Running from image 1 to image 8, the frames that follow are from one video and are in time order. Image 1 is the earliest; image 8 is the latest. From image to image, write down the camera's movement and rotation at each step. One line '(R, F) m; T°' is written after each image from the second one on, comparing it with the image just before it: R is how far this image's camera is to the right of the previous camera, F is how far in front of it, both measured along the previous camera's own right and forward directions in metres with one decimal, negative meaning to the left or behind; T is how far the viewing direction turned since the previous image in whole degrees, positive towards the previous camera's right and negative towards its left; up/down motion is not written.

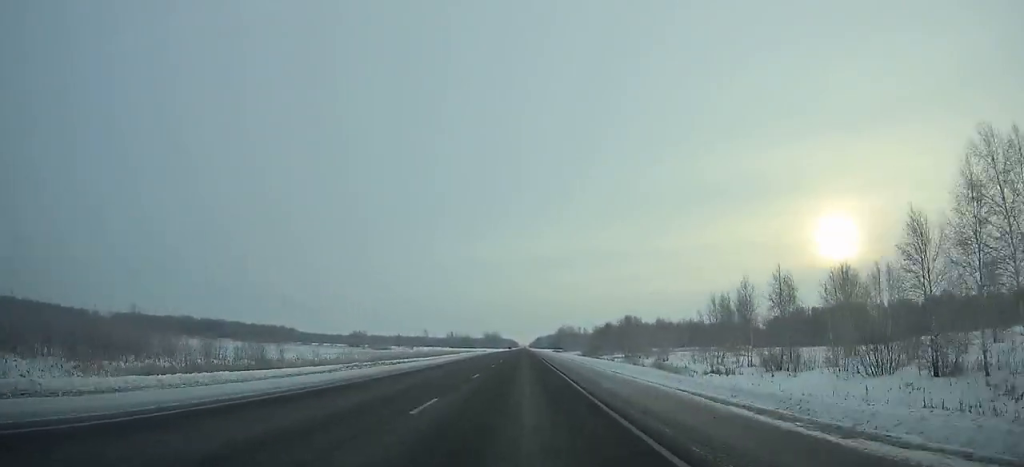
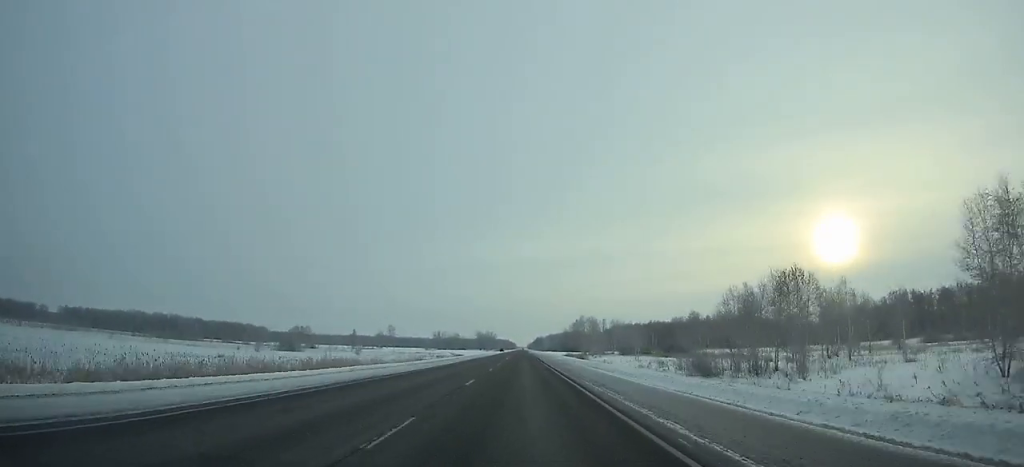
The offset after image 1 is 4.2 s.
(+0.6, +99.1) m; +1°
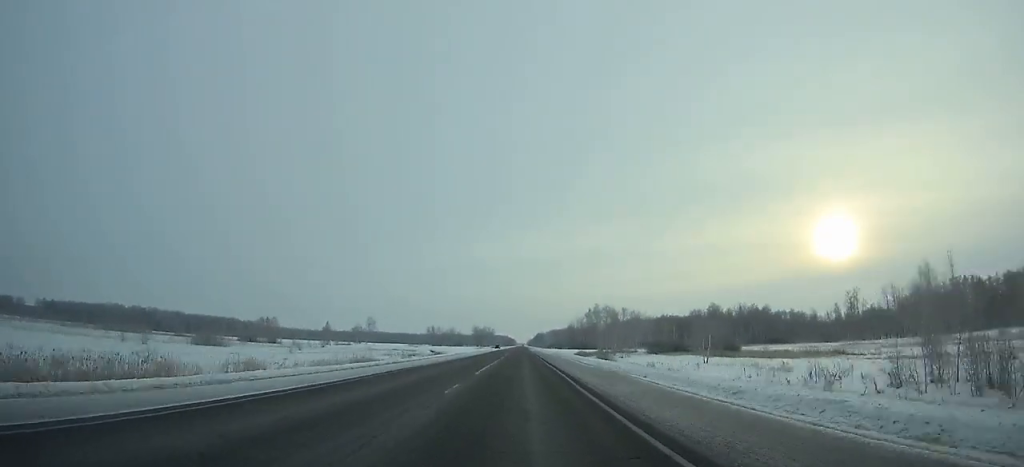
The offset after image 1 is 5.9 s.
(0.0, +40.1) m; 0°
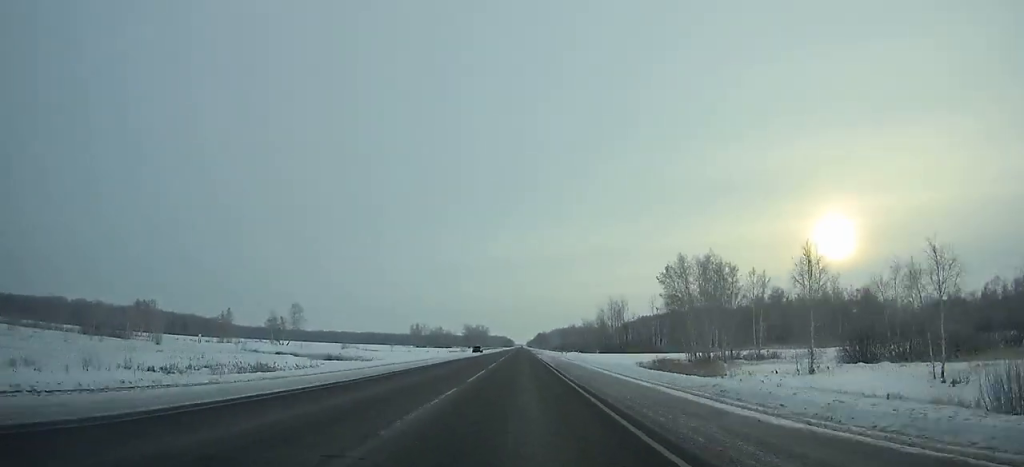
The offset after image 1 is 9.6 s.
(-0.3, +87.4) m; 0°
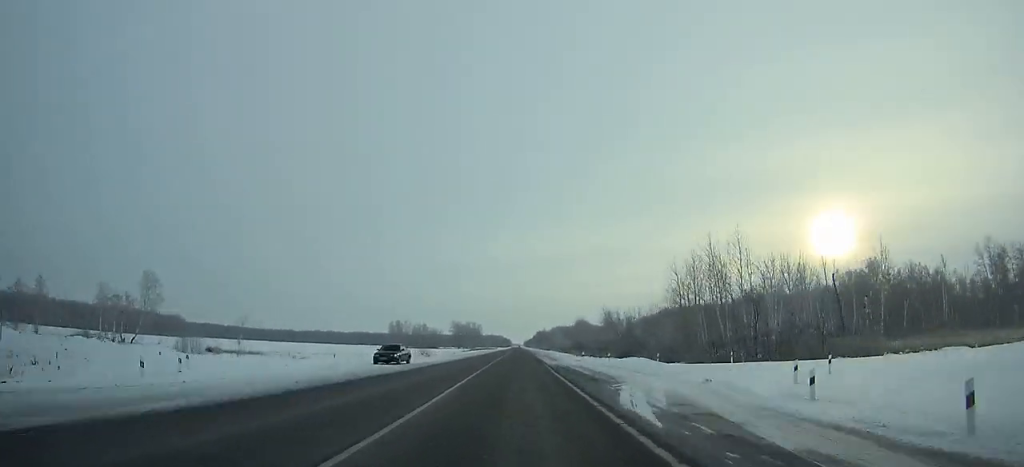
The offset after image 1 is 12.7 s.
(0.0, +73.4) m; 0°
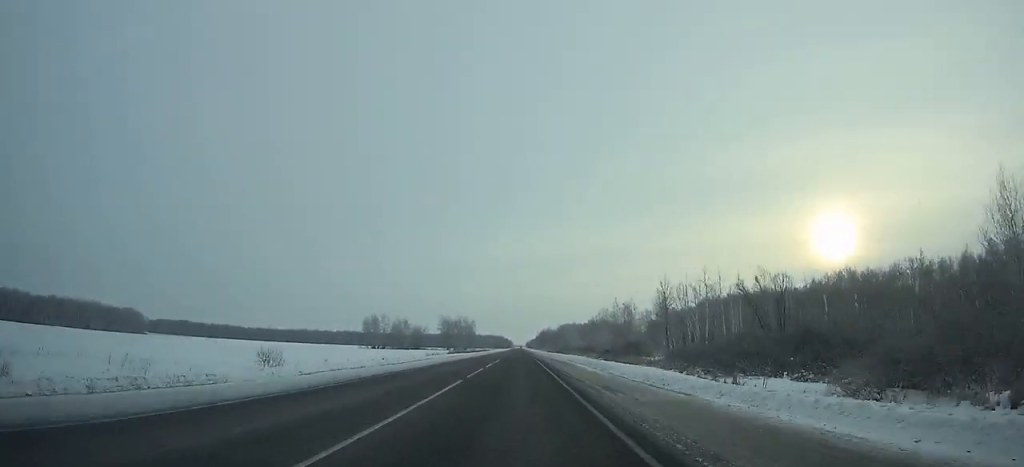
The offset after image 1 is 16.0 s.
(-0.1, +78.5) m; 0°
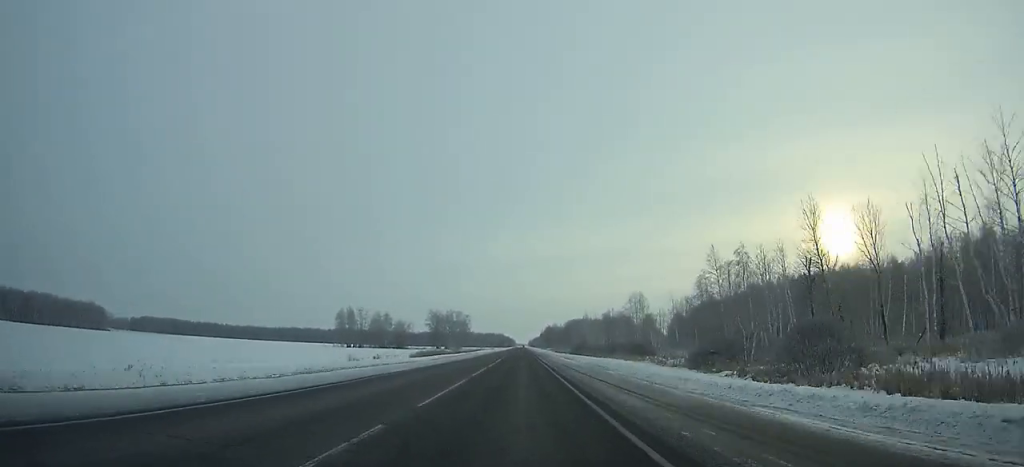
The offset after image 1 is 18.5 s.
(-0.1, +59.8) m; 0°
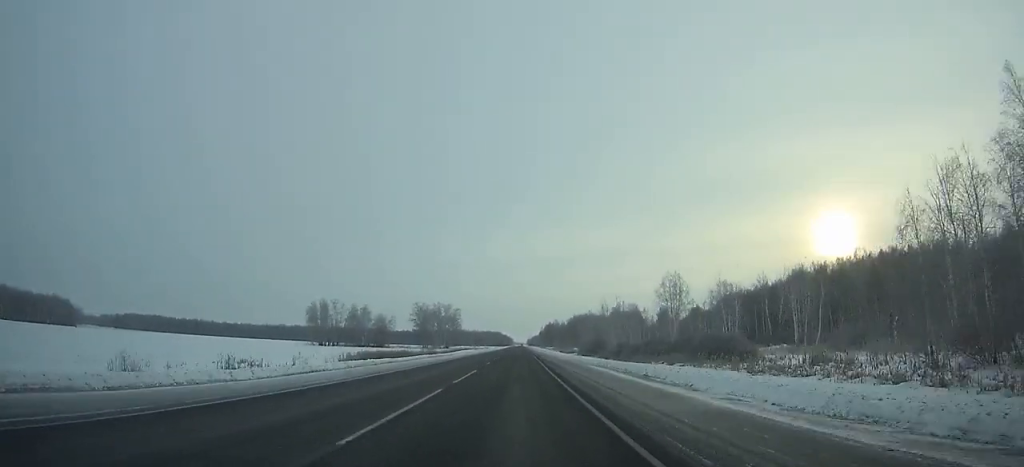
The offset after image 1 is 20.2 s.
(-0.1, +40.8) m; 0°
